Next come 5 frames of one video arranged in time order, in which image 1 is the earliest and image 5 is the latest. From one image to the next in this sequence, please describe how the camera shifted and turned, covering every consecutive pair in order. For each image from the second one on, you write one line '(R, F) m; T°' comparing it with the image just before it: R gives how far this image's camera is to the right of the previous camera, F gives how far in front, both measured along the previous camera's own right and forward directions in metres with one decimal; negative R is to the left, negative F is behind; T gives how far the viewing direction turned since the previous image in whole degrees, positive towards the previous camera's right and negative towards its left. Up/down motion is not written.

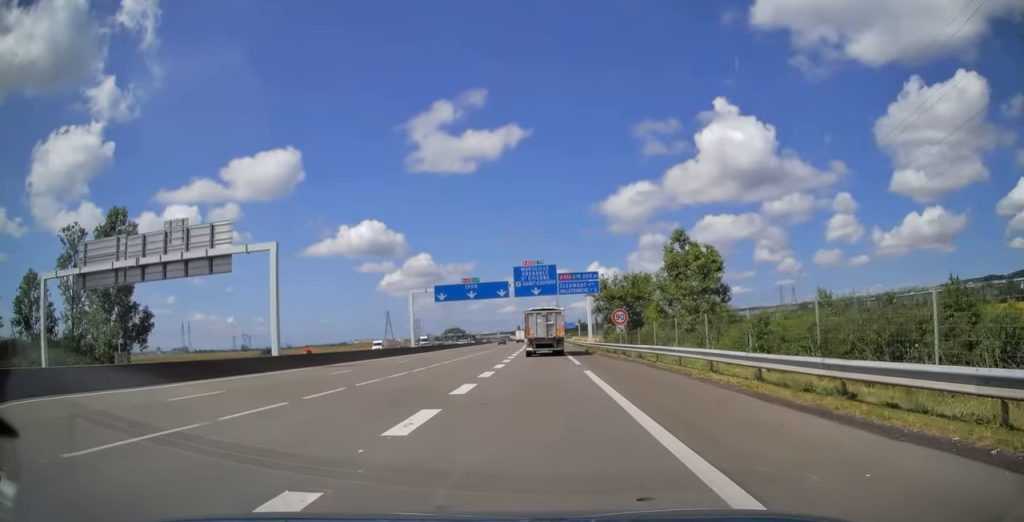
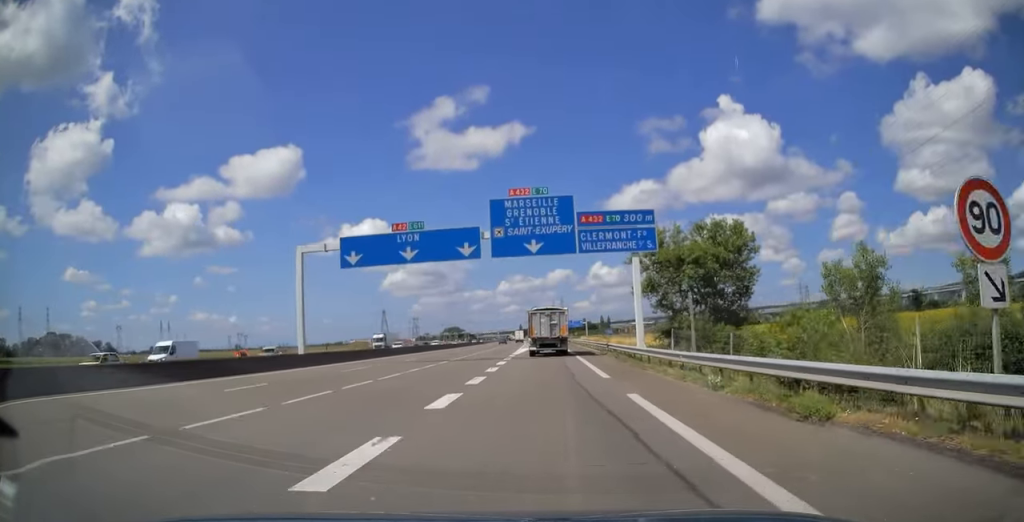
(-0.4, +34.9) m; 0°
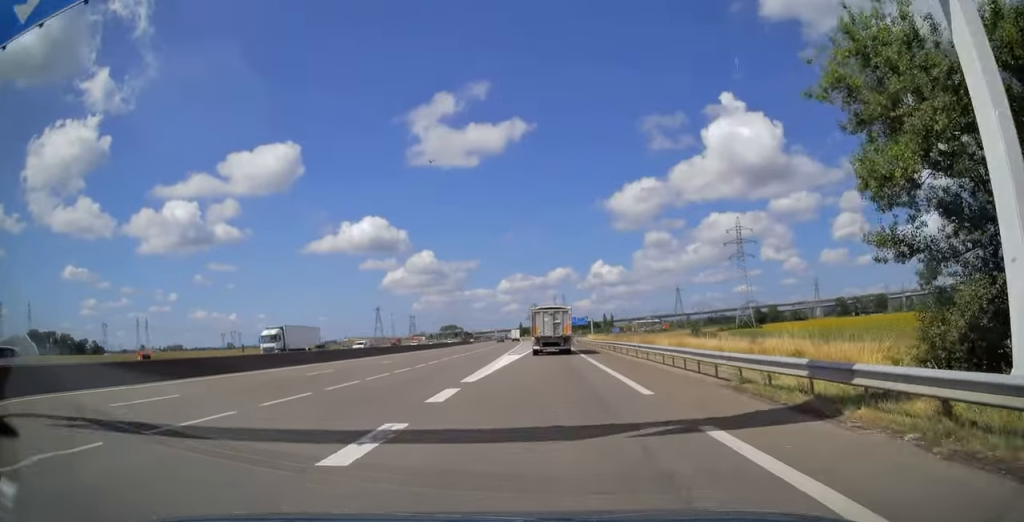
(+0.3, +30.4) m; 0°
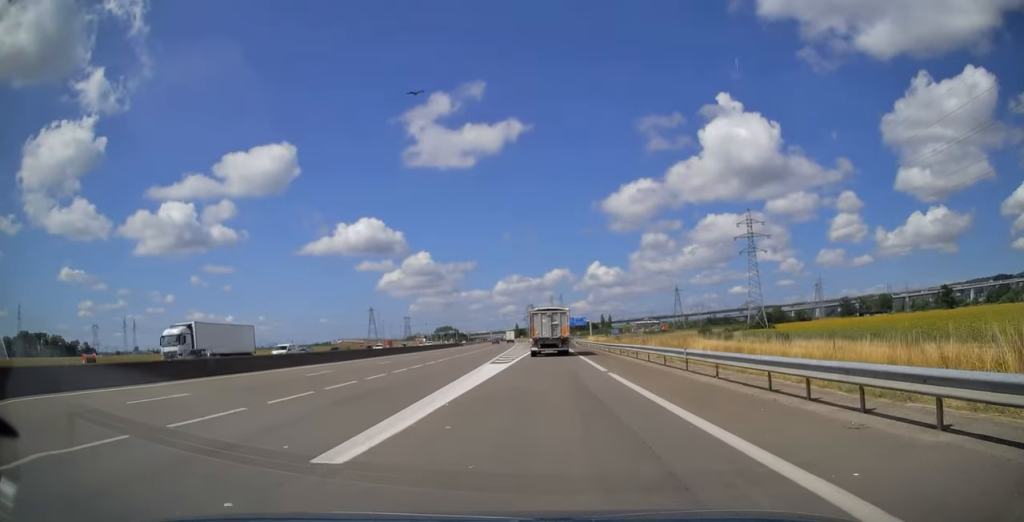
(0.0, +11.7) m; 0°
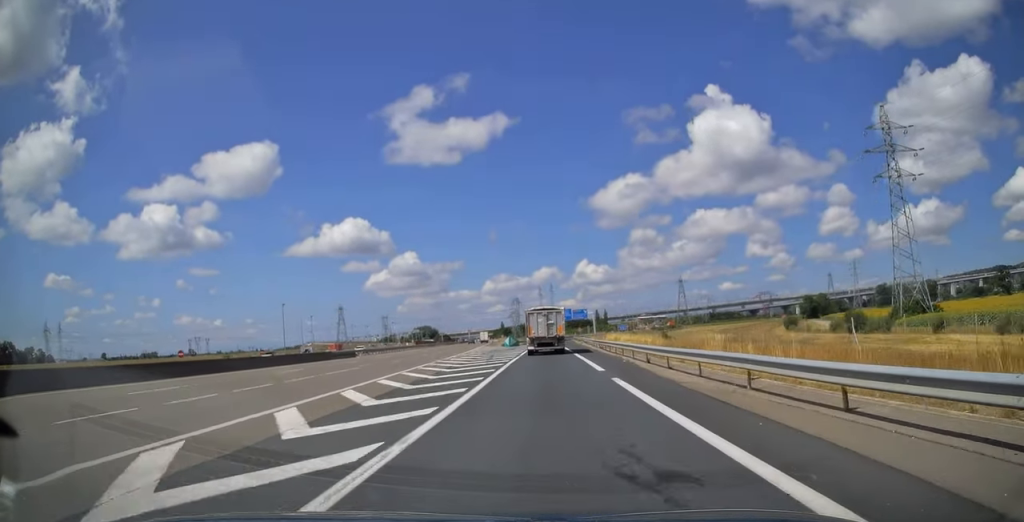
(+0.3, +71.5) m; +1°
